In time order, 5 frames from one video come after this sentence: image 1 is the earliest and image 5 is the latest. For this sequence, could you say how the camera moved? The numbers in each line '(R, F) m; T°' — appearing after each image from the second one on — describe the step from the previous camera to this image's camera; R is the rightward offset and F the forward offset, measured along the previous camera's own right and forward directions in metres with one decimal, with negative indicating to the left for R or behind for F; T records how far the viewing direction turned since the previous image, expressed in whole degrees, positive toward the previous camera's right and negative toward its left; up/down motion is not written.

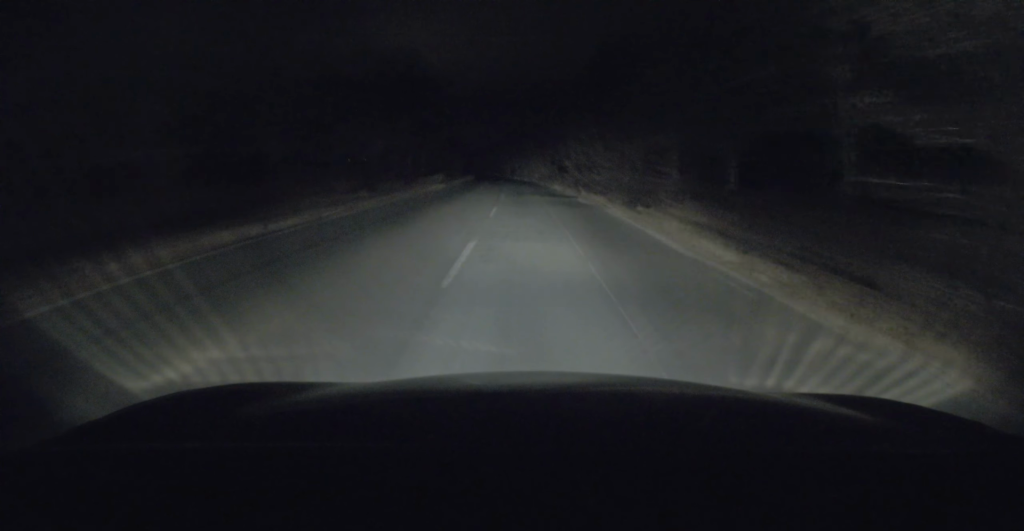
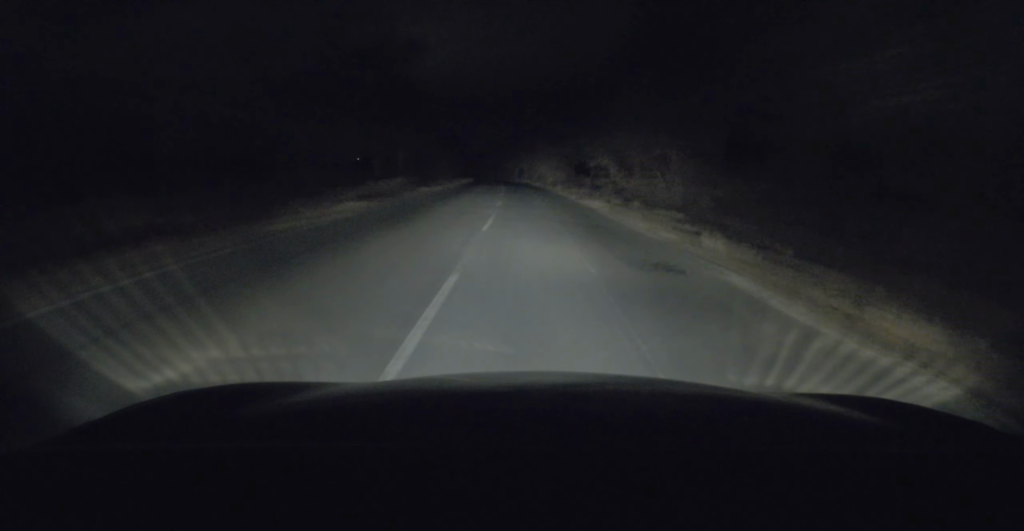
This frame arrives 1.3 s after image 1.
(0.0, +21.5) m; +1°
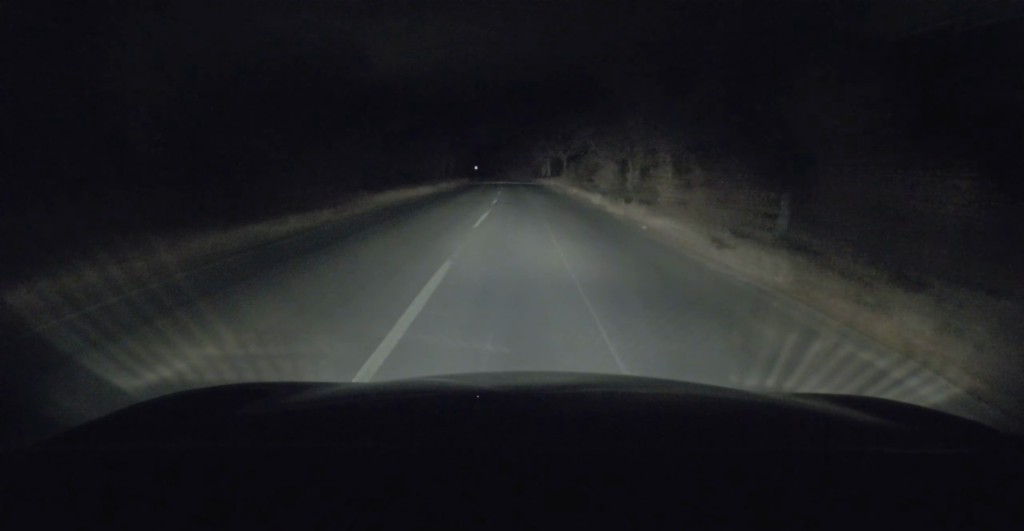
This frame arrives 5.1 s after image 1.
(-1.7, +62.7) m; -3°
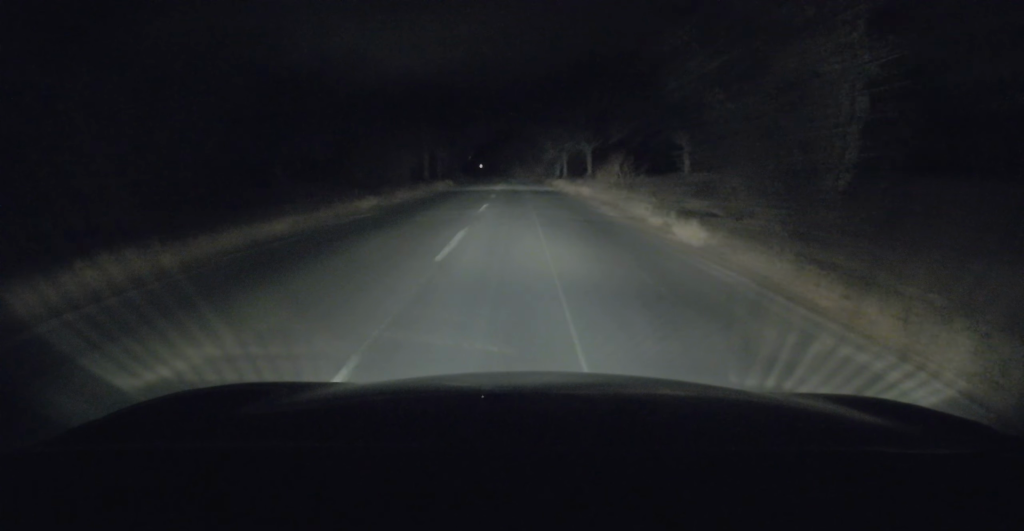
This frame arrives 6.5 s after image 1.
(-0.6, +22.2) m; -2°
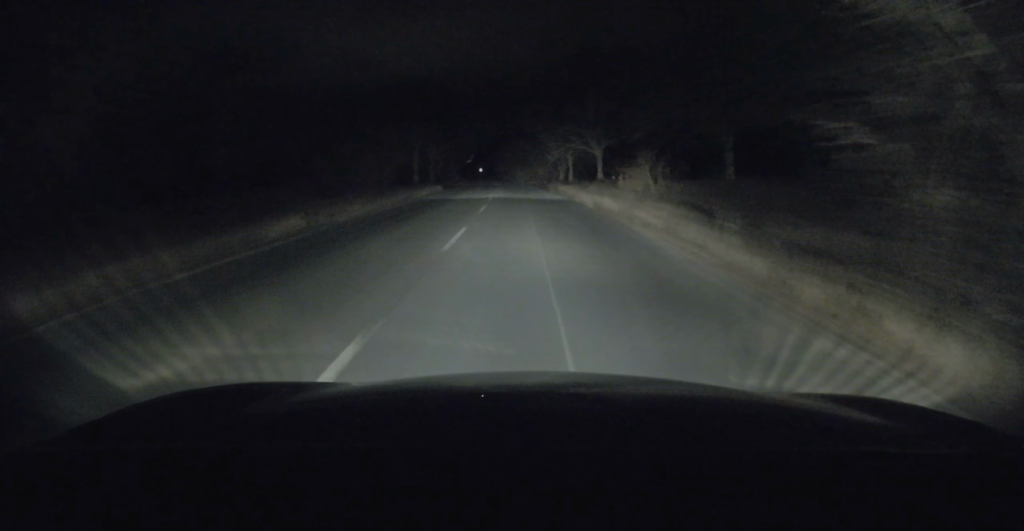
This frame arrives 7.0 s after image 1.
(0.0, +7.6) m; 0°
